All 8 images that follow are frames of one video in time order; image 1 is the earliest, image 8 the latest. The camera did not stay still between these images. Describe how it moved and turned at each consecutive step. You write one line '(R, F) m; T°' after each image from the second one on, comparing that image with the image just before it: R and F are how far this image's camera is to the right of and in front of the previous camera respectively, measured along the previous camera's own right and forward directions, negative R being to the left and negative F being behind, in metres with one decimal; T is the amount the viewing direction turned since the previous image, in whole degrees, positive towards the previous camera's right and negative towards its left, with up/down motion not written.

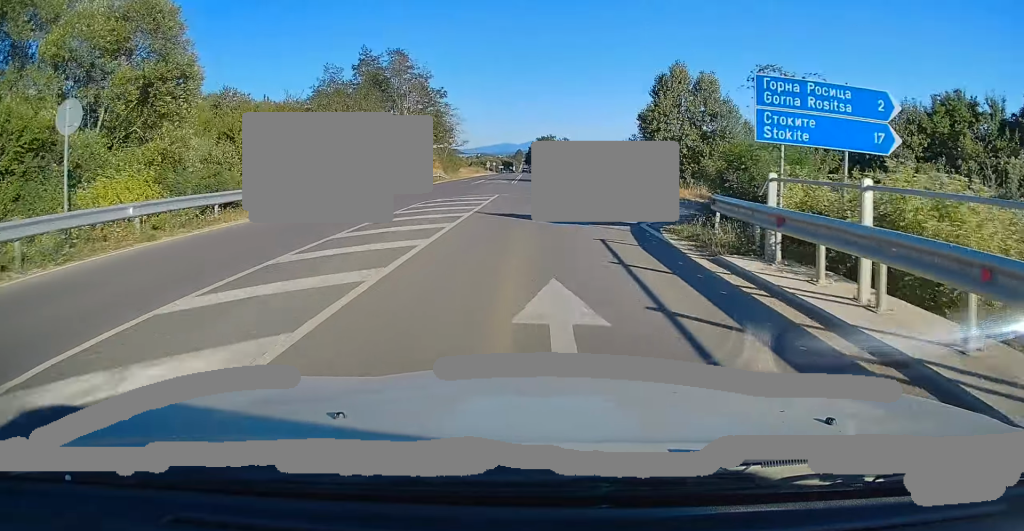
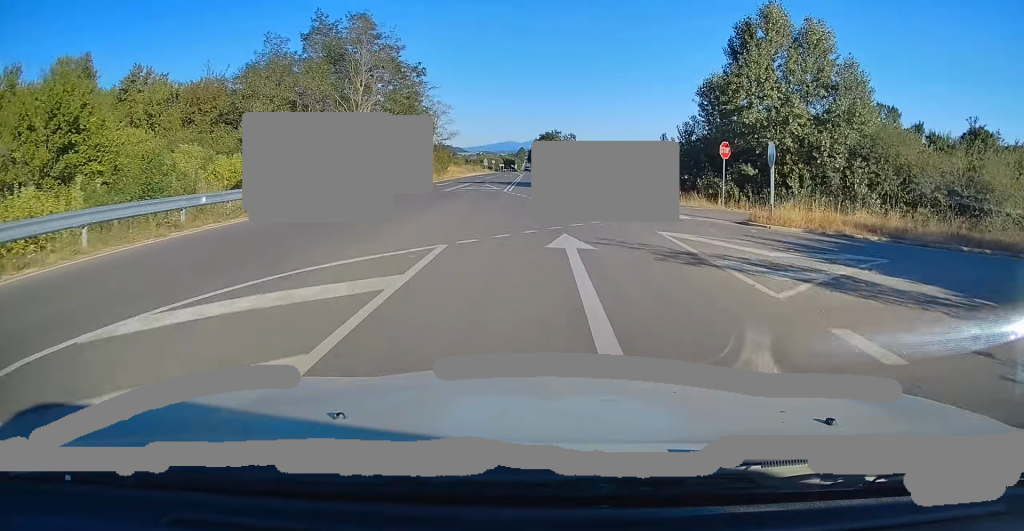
(+0.3, +18.0) m; 0°
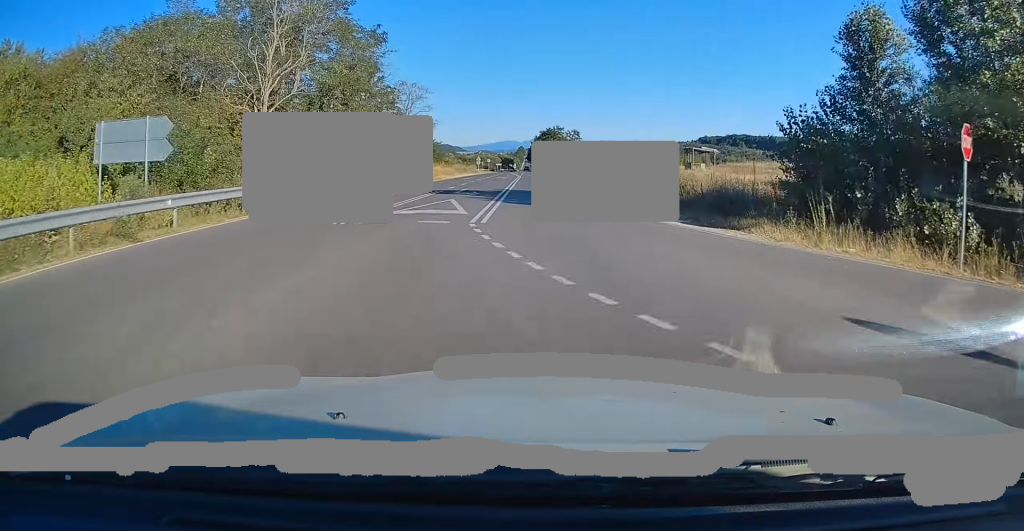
(-0.1, +16.6) m; 0°
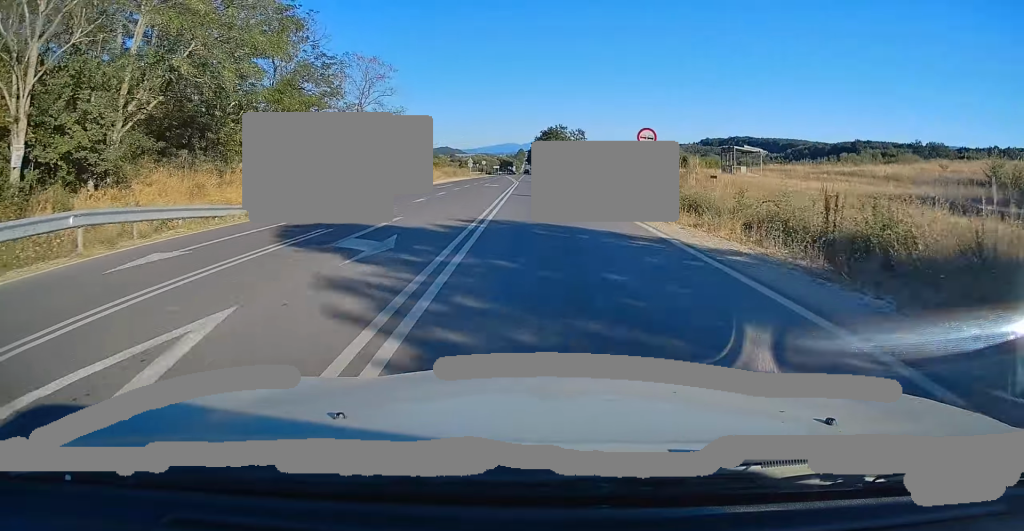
(-0.1, +15.9) m; 0°
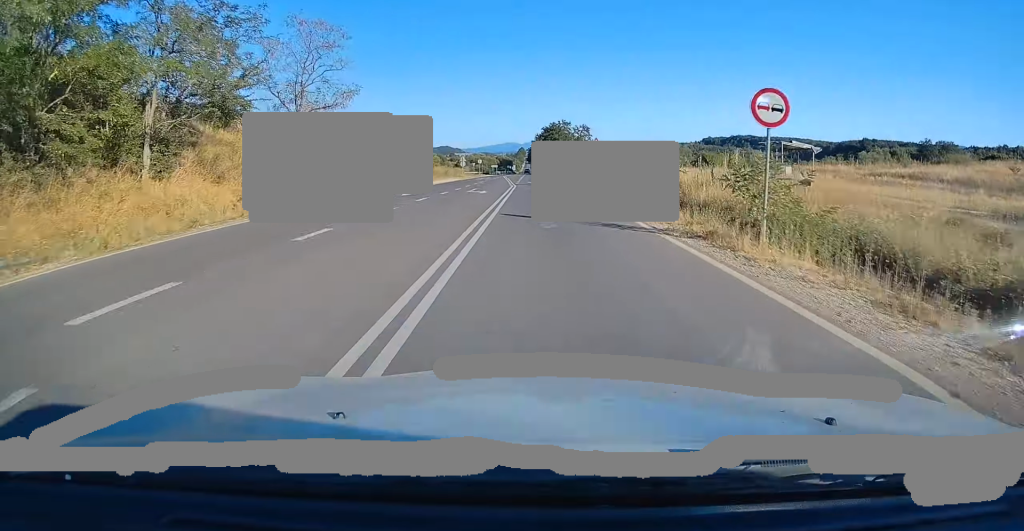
(+0.2, +11.8) m; 0°
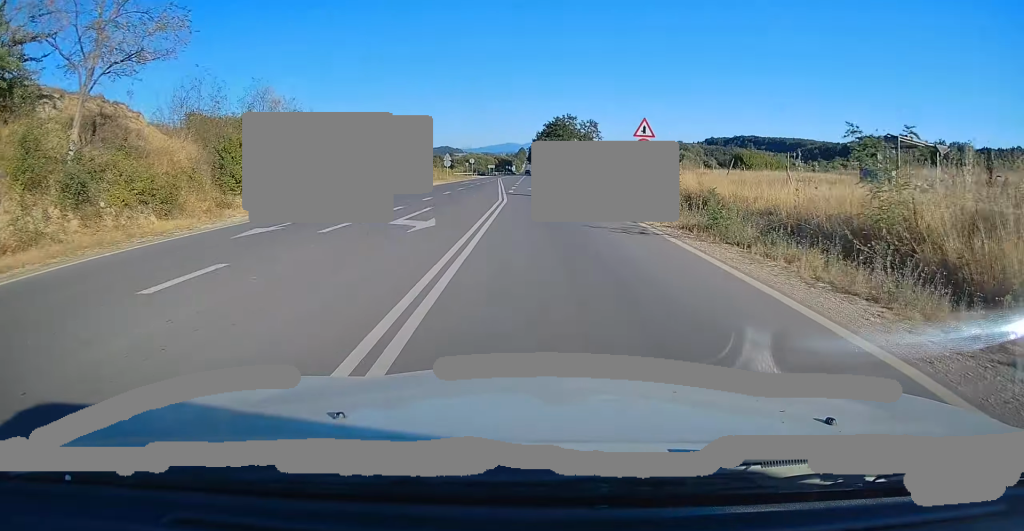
(-0.3, +16.6) m; 0°
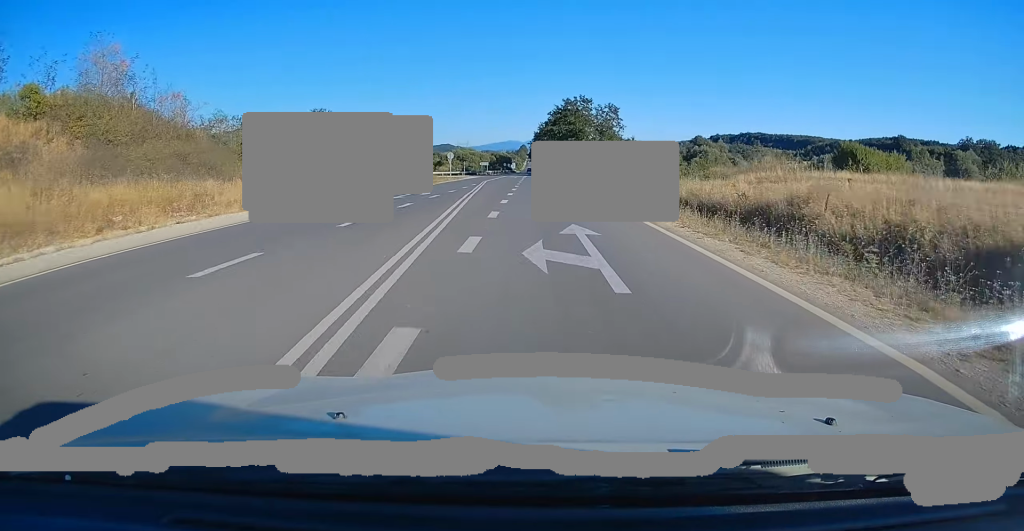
(+0.1, +28.7) m; 0°
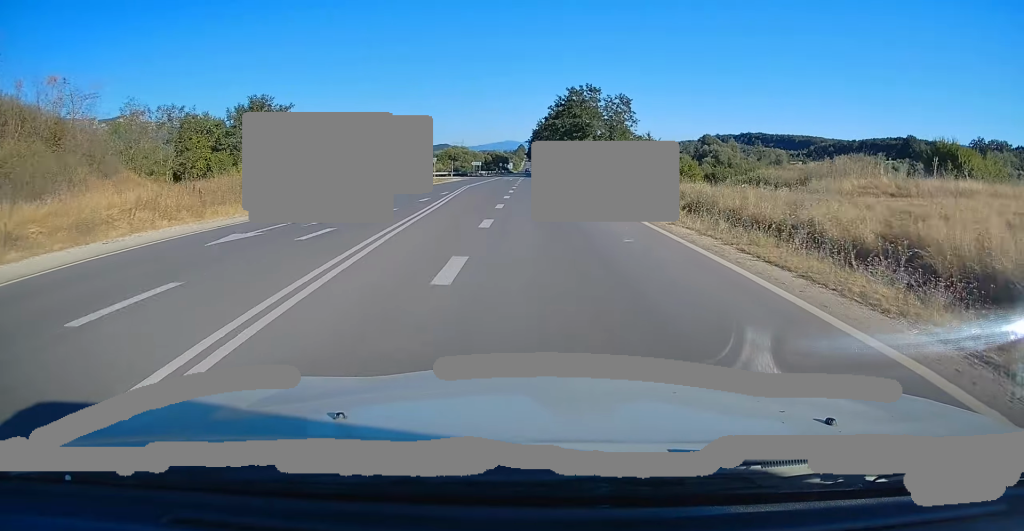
(-0.2, +14.3) m; 0°
